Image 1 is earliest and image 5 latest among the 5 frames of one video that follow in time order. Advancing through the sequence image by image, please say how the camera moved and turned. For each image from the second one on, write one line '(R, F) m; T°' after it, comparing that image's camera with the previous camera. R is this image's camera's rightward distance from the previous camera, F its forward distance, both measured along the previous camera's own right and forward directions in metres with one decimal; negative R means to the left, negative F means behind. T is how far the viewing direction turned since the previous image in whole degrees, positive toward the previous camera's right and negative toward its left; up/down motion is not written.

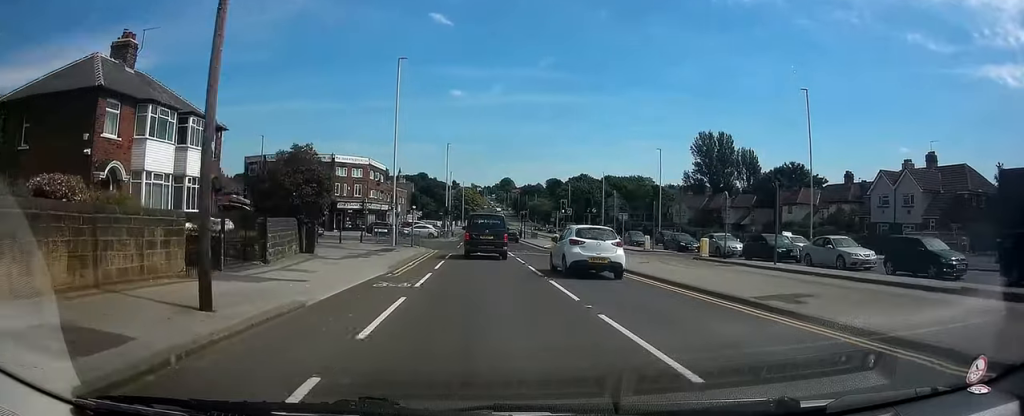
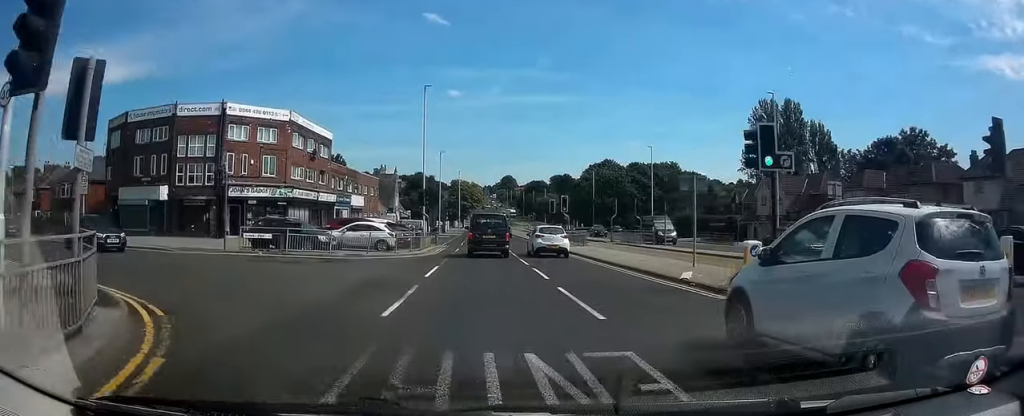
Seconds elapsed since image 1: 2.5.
(+0.4, +32.2) m; +1°
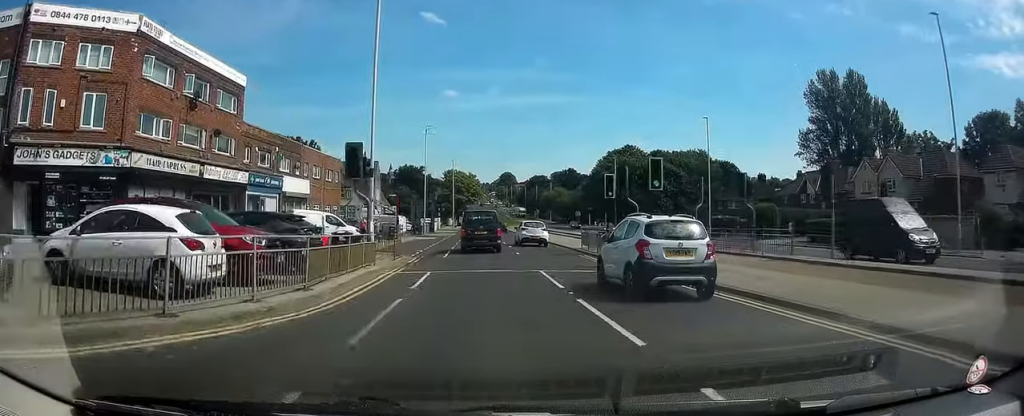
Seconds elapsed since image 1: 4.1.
(-0.1, +21.6) m; 0°
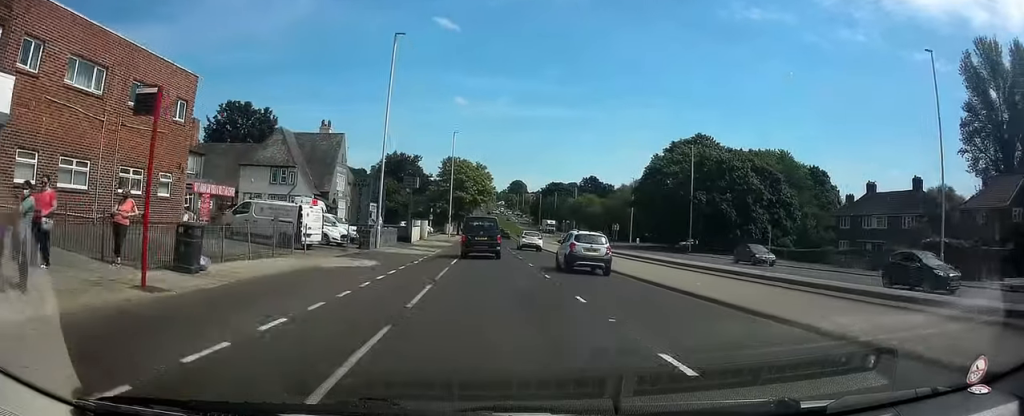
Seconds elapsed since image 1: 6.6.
(-0.7, +33.1) m; 0°
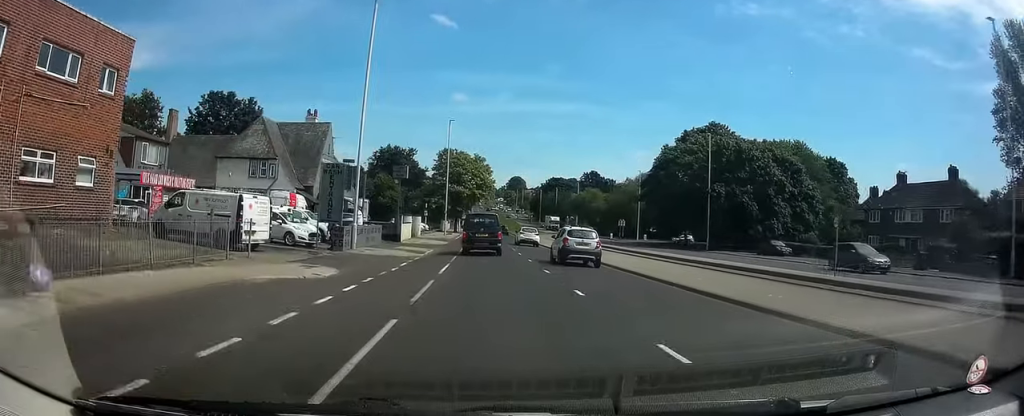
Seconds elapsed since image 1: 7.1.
(+0.1, +5.8) m; 0°
